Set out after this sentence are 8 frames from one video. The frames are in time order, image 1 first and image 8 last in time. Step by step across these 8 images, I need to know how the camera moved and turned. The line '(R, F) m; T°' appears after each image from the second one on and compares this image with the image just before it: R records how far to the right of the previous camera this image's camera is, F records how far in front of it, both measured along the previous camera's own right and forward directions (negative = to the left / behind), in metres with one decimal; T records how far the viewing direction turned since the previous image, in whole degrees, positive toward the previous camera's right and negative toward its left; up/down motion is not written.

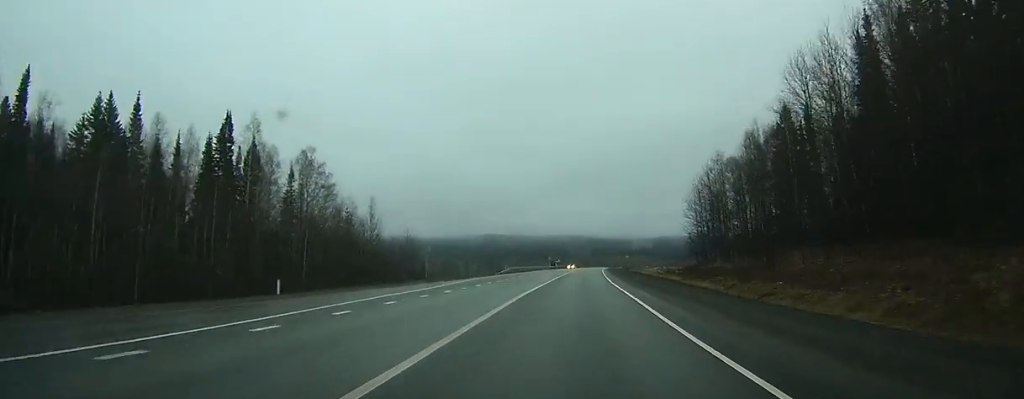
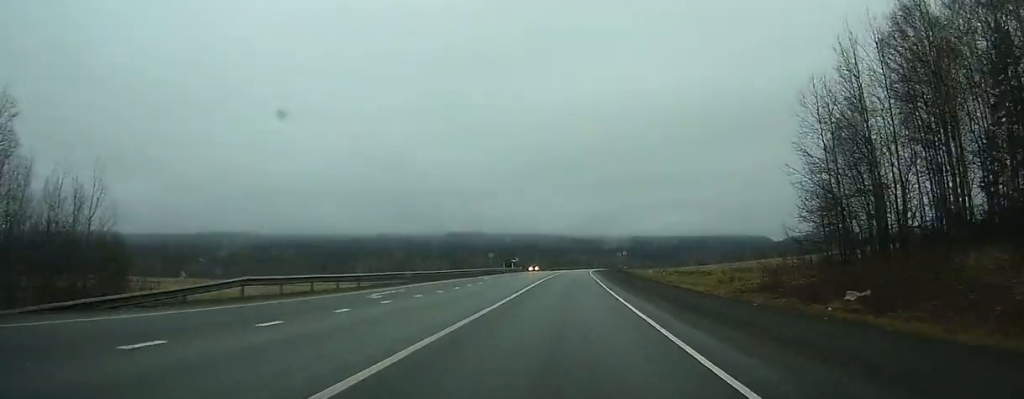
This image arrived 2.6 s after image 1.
(+1.2, +66.5) m; +2°
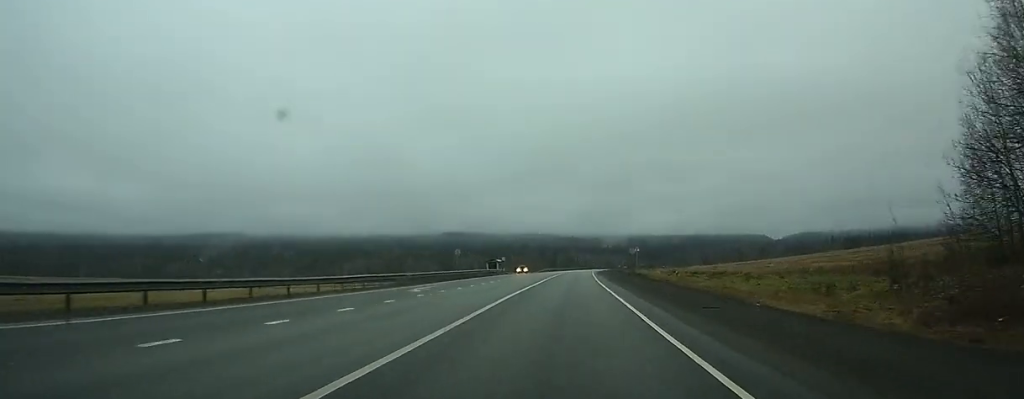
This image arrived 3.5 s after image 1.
(+0.2, +23.5) m; +1°
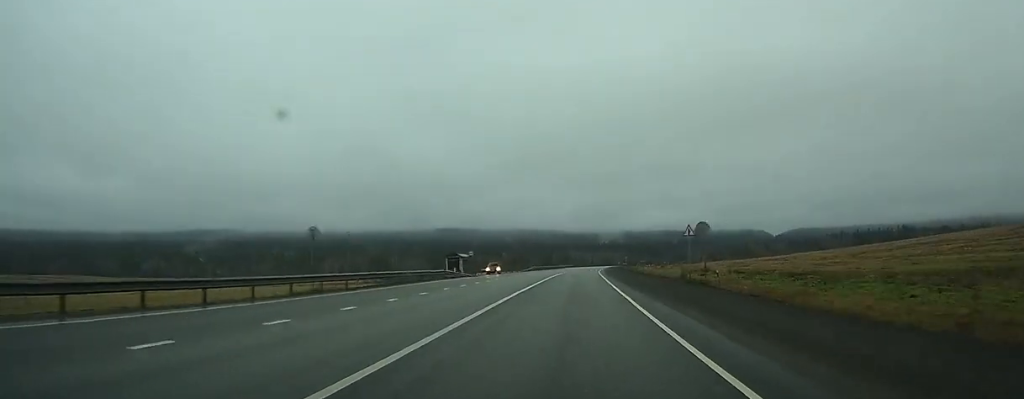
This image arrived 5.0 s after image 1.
(+0.2, +36.6) m; +1°
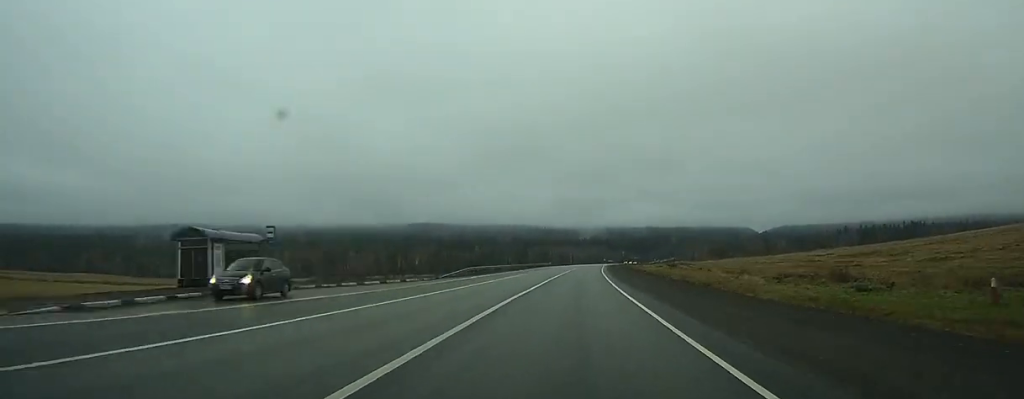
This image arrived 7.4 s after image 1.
(+0.4, +58.5) m; +1°
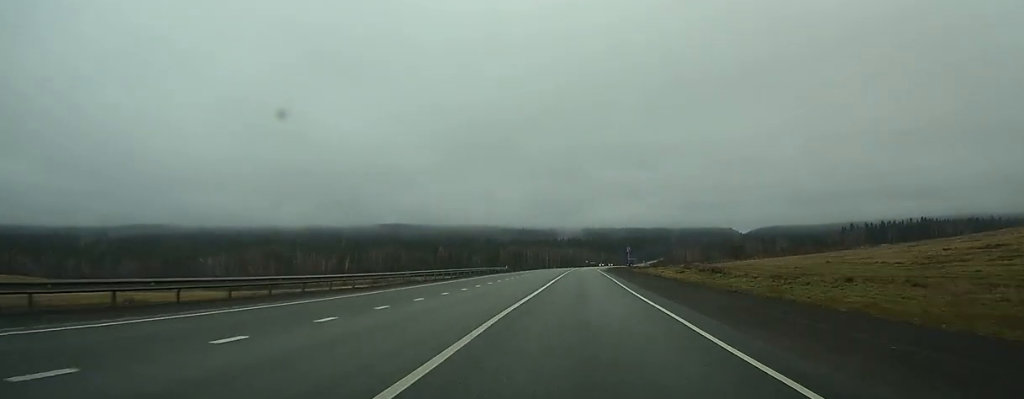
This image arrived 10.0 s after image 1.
(+0.9, +61.9) m; +2°
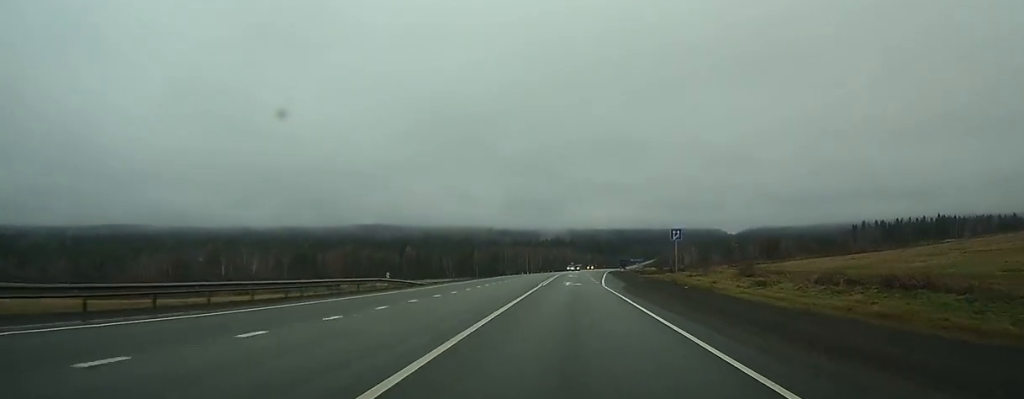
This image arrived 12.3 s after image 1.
(+0.8, +53.1) m; +2°
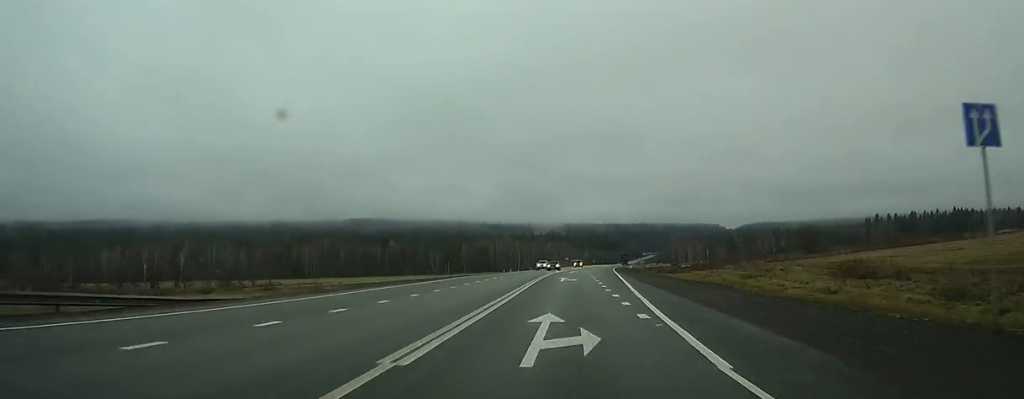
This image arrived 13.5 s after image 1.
(+0.3, +29.4) m; +1°
